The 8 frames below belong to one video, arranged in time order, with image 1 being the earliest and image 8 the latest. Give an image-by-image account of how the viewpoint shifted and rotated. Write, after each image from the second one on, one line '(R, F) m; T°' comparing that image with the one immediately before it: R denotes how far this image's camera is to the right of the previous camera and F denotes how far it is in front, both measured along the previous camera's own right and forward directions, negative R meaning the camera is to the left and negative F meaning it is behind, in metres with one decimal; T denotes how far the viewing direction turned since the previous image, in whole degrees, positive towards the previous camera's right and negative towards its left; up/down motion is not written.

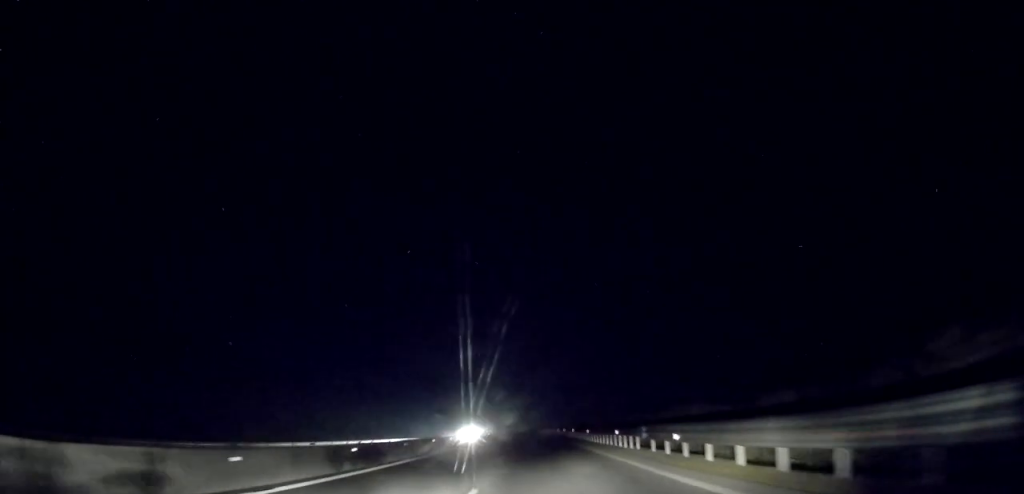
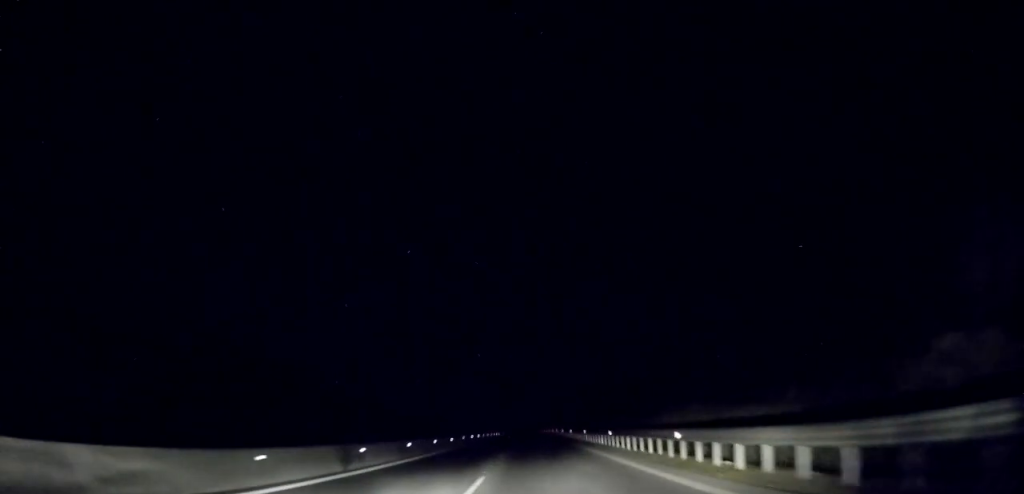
(+0.4, +47.3) m; +1°
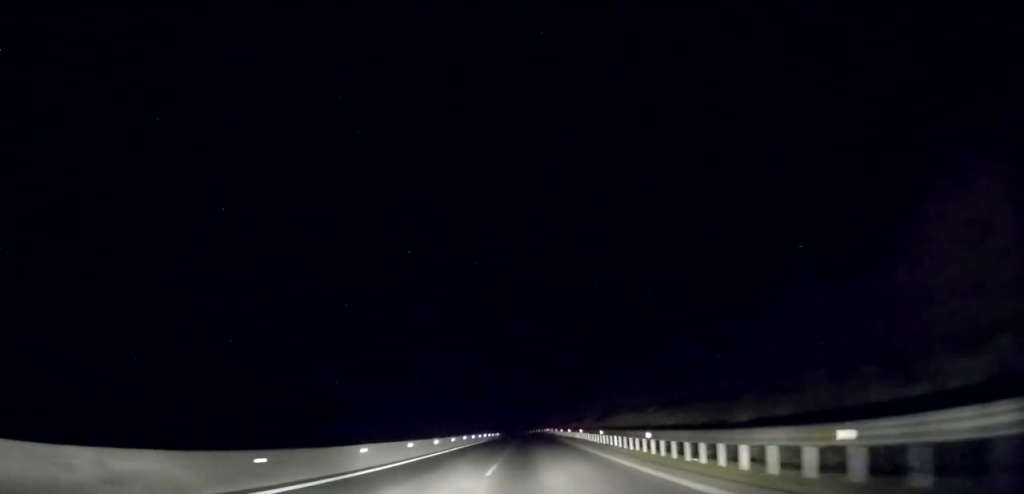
(+0.1, +32.0) m; -1°
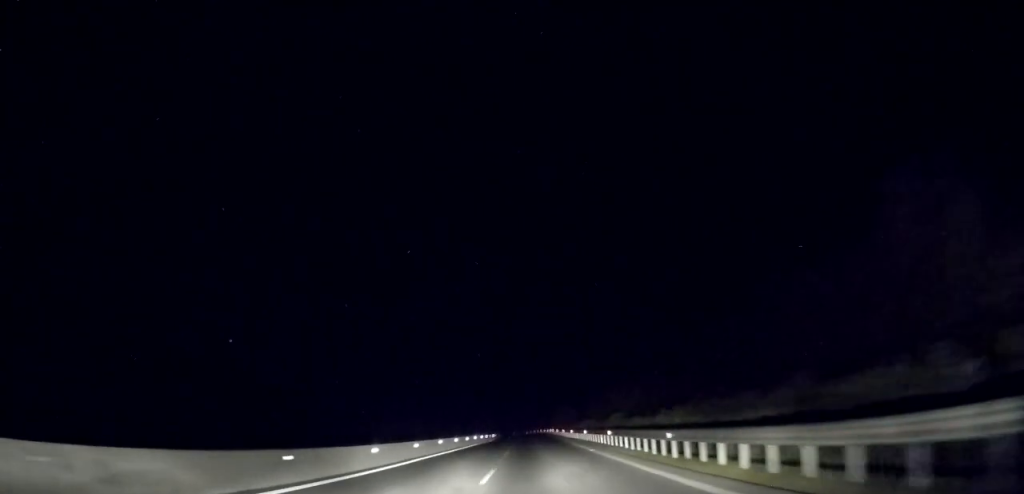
(-0.1, +14.4) m; 0°
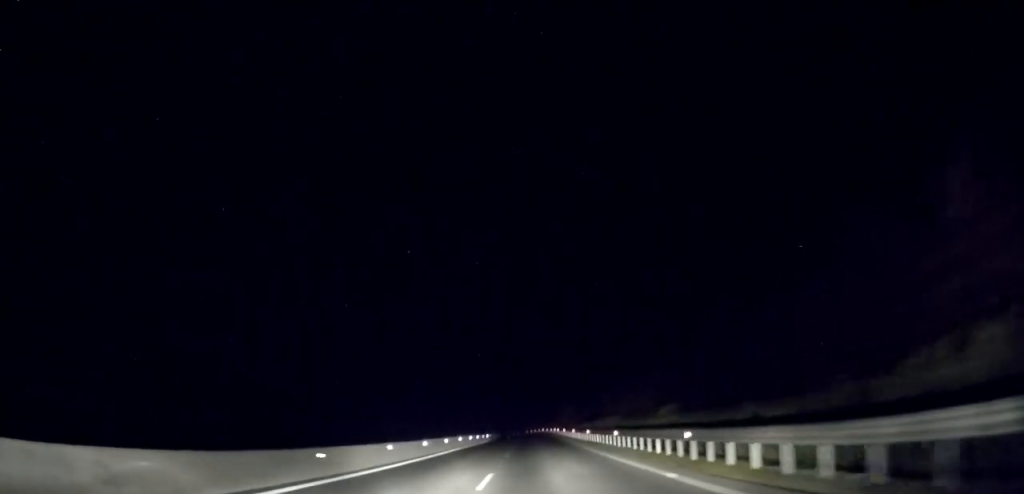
(-0.3, +13.6) m; 0°
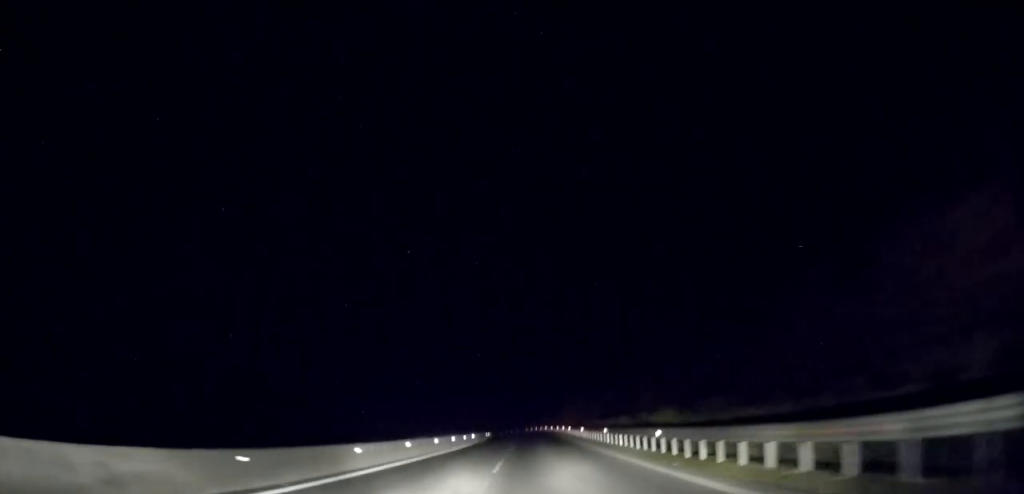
(+0.2, +20.1) m; +1°
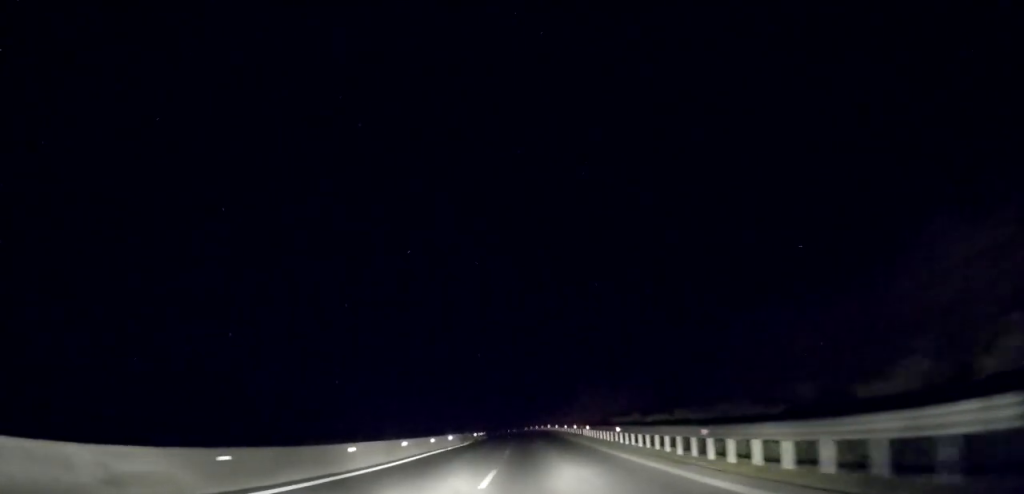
(+0.2, +16.4) m; +1°
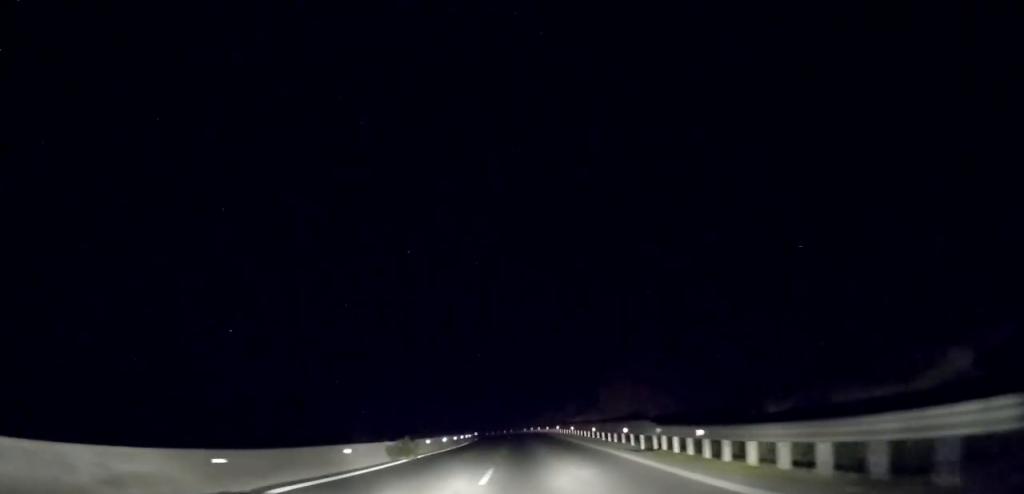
(+0.1, +24.3) m; -1°
